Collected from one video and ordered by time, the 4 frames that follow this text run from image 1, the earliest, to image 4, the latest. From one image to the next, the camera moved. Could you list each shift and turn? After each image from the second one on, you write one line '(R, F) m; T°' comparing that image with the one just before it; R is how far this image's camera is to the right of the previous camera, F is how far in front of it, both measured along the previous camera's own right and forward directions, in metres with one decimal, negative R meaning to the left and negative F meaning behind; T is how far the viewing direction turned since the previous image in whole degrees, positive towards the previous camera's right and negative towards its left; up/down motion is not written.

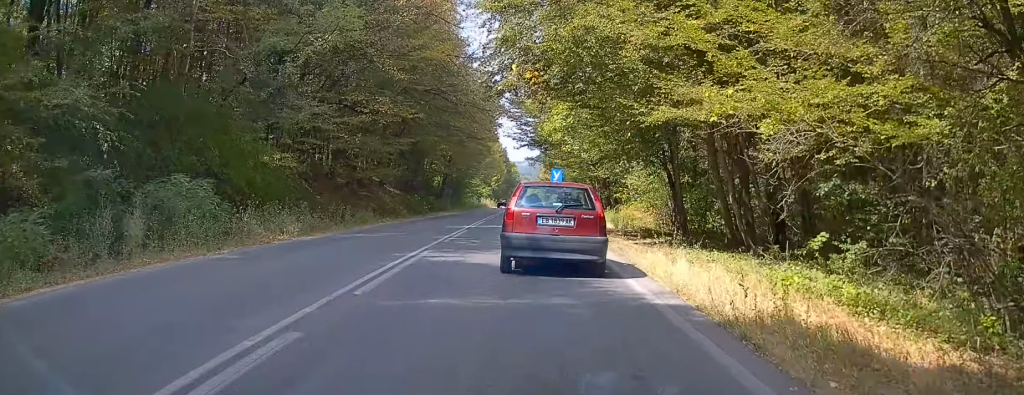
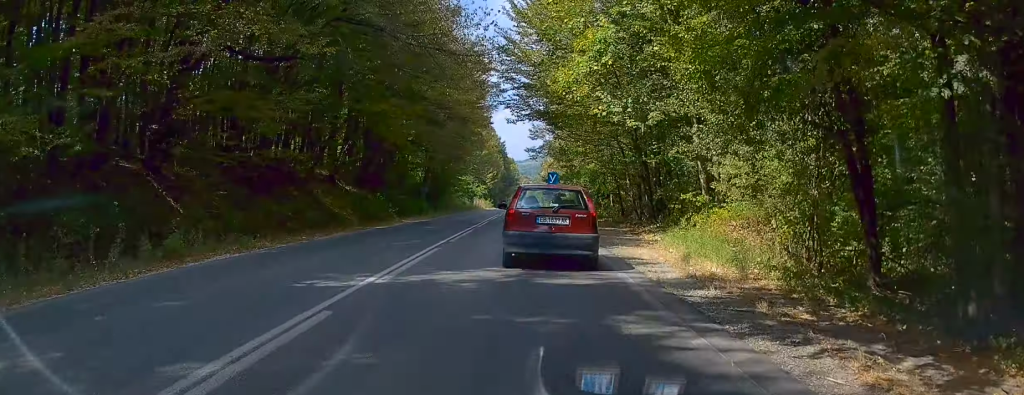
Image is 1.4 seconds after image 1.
(+0.1, +15.6) m; 0°
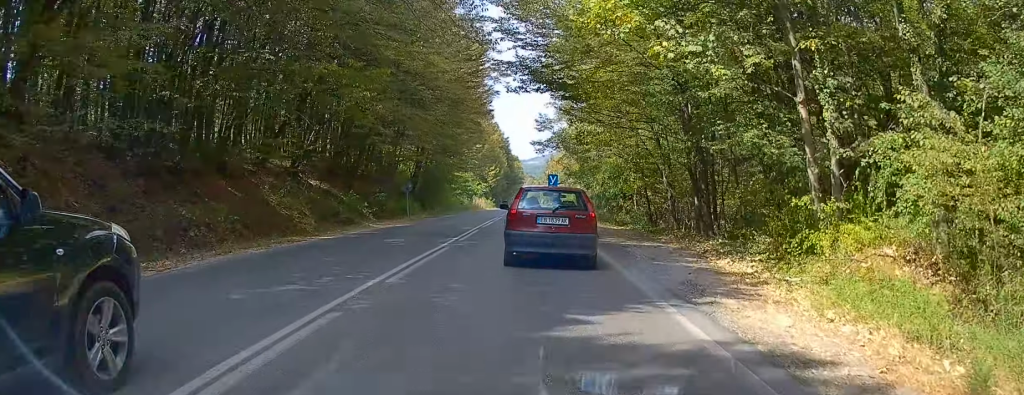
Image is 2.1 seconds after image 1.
(0.0, +8.4) m; 0°
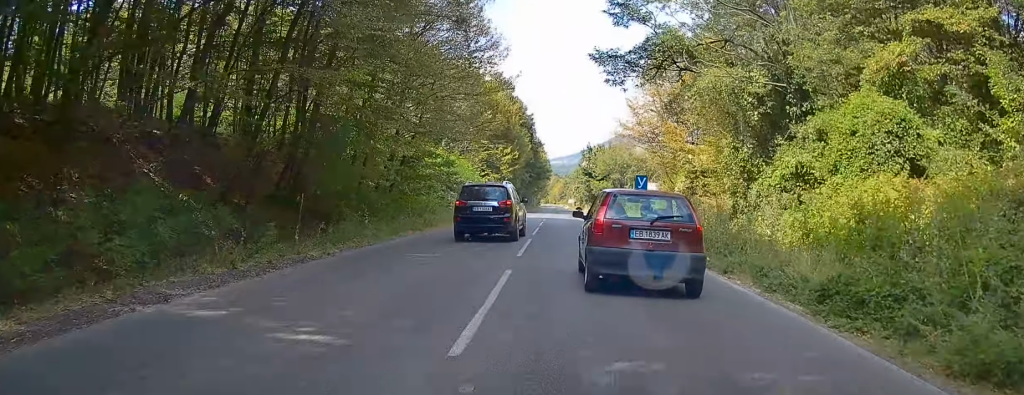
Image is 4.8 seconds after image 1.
(+0.5, +36.8) m; +3°
